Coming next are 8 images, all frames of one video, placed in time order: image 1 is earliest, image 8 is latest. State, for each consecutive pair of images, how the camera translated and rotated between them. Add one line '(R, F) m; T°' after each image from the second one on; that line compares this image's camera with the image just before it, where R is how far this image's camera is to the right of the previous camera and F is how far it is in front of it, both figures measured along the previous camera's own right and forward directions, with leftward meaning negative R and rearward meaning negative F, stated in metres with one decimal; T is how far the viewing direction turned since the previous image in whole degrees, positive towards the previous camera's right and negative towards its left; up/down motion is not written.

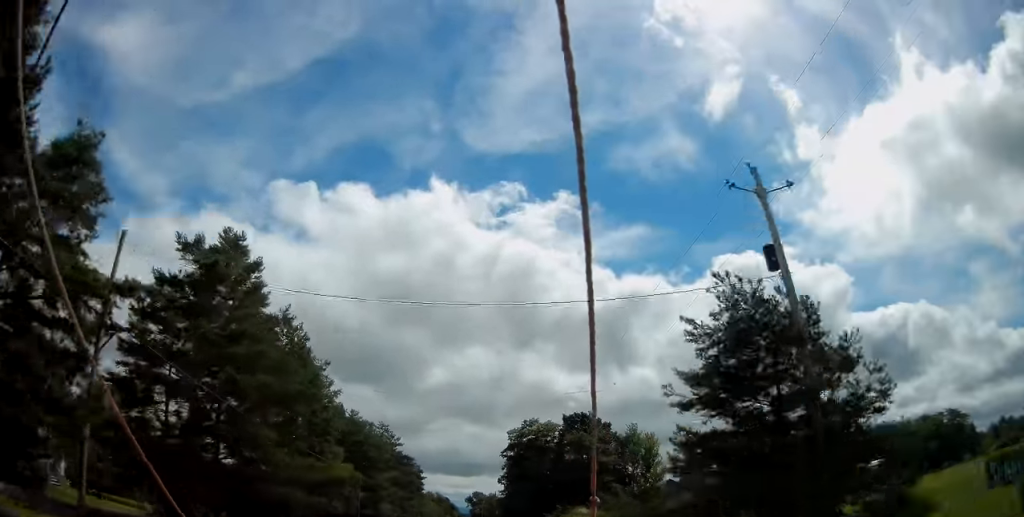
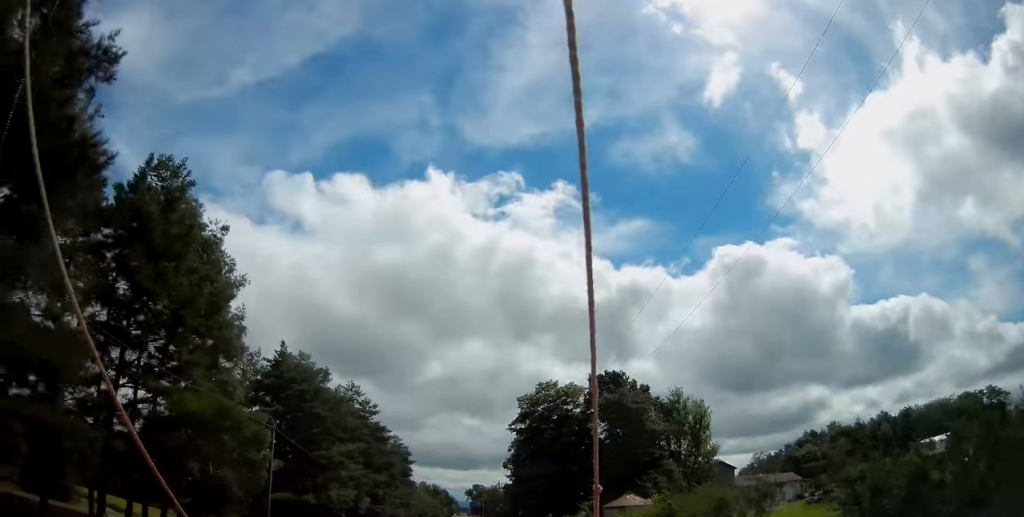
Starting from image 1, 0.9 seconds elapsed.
(+0.4, +20.2) m; 0°
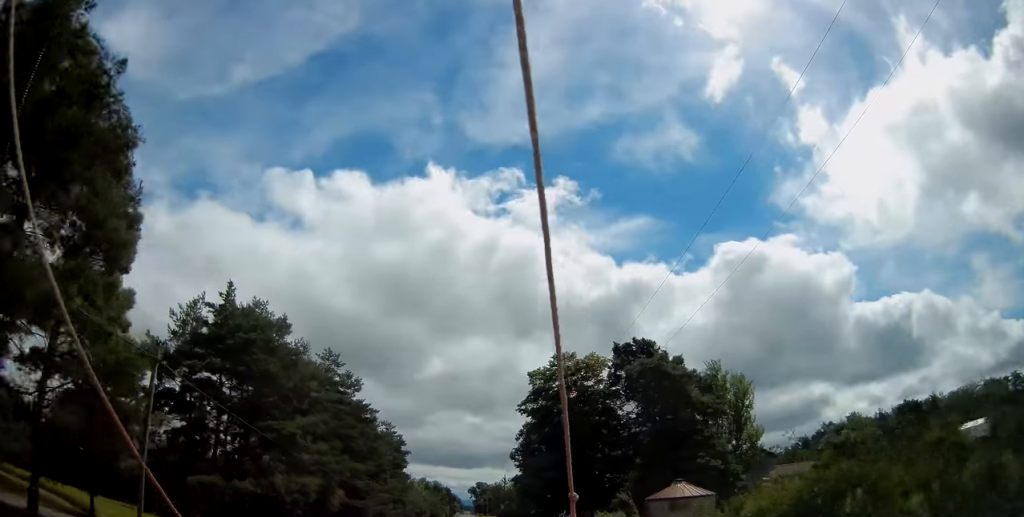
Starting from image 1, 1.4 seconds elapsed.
(-0.1, +10.9) m; 0°
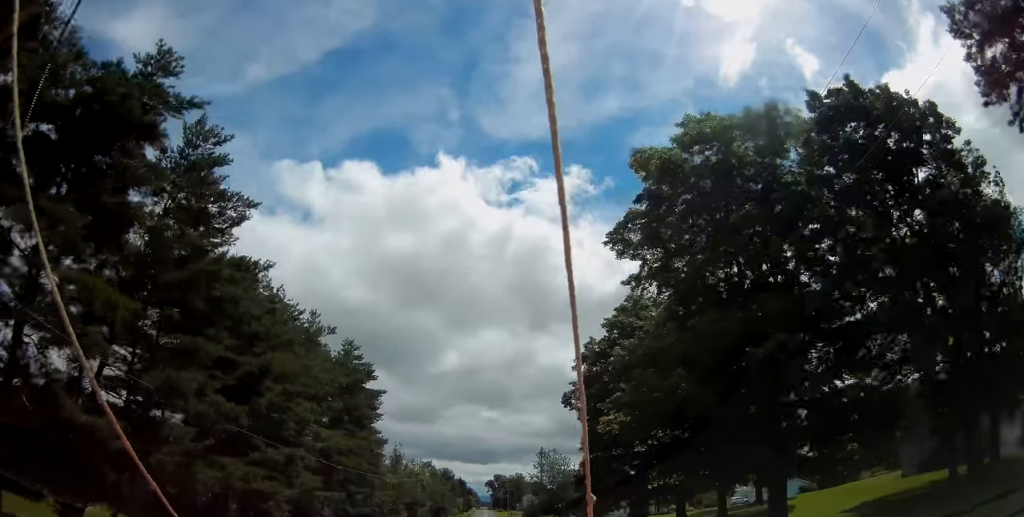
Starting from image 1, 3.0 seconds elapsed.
(-0.4, +35.2) m; -1°
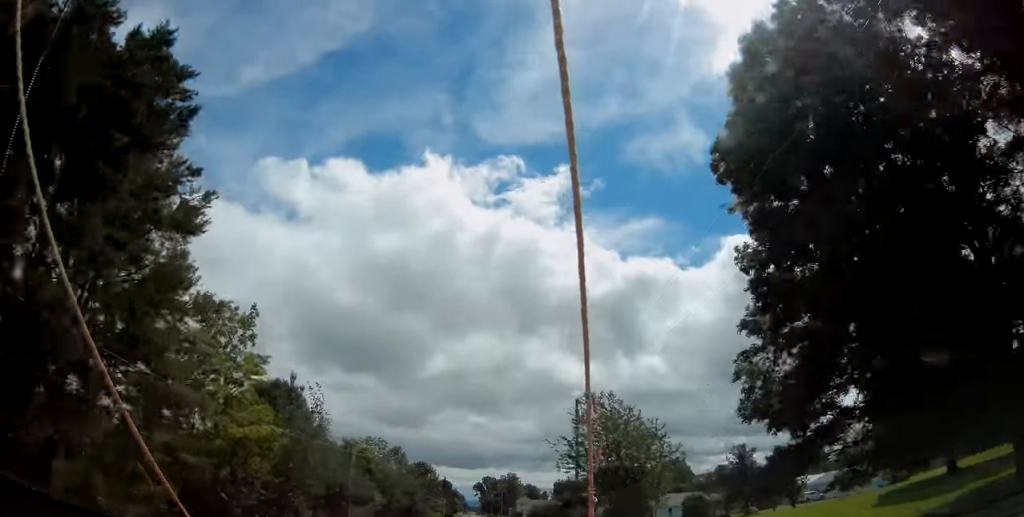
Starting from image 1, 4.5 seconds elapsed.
(0.0, +32.5) m; 0°
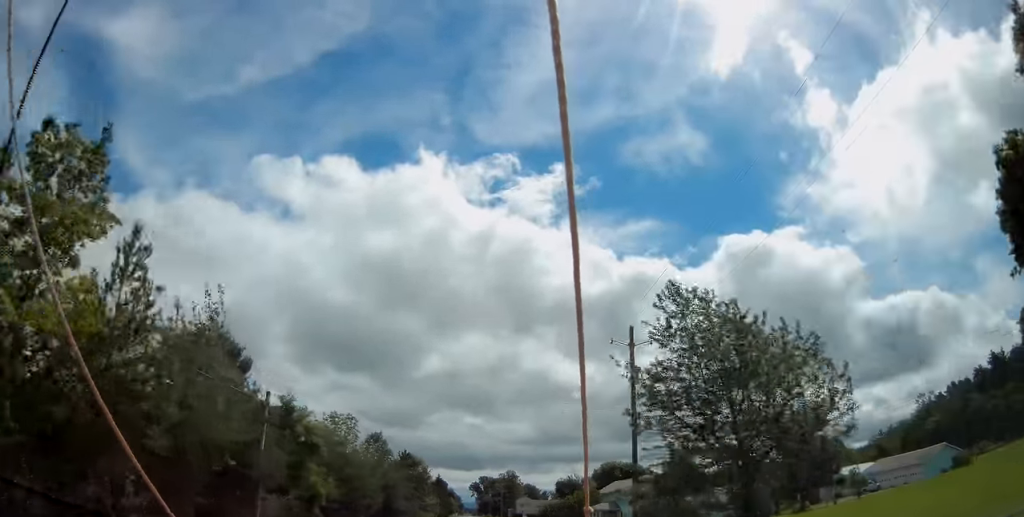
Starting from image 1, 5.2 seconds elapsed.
(0.0, +15.5) m; 0°
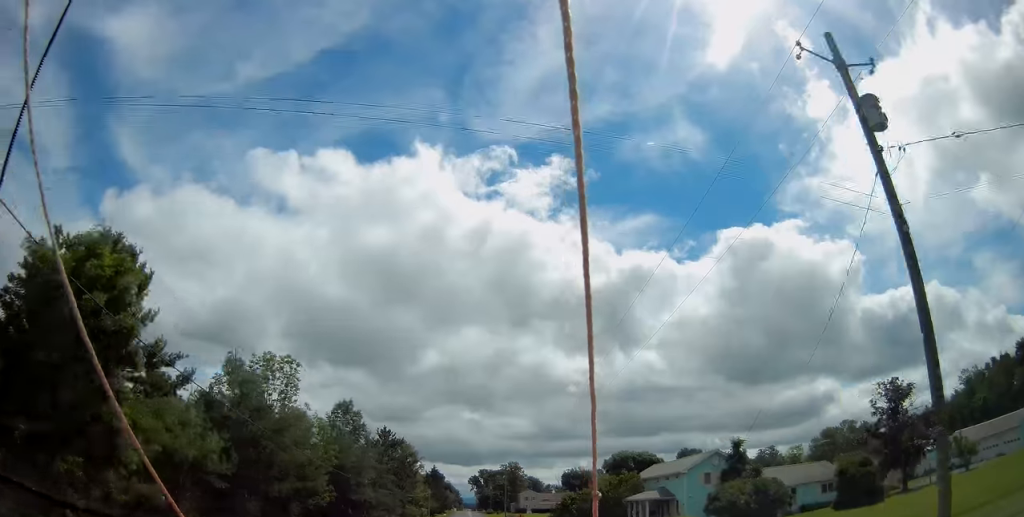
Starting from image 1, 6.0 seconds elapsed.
(0.0, +17.7) m; 0°
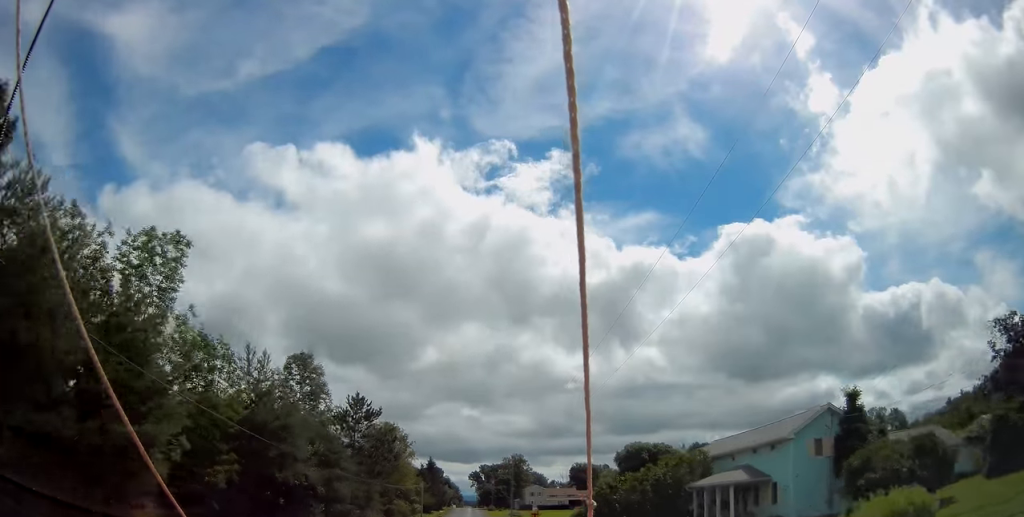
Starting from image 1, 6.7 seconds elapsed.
(0.0, +15.5) m; 0°
